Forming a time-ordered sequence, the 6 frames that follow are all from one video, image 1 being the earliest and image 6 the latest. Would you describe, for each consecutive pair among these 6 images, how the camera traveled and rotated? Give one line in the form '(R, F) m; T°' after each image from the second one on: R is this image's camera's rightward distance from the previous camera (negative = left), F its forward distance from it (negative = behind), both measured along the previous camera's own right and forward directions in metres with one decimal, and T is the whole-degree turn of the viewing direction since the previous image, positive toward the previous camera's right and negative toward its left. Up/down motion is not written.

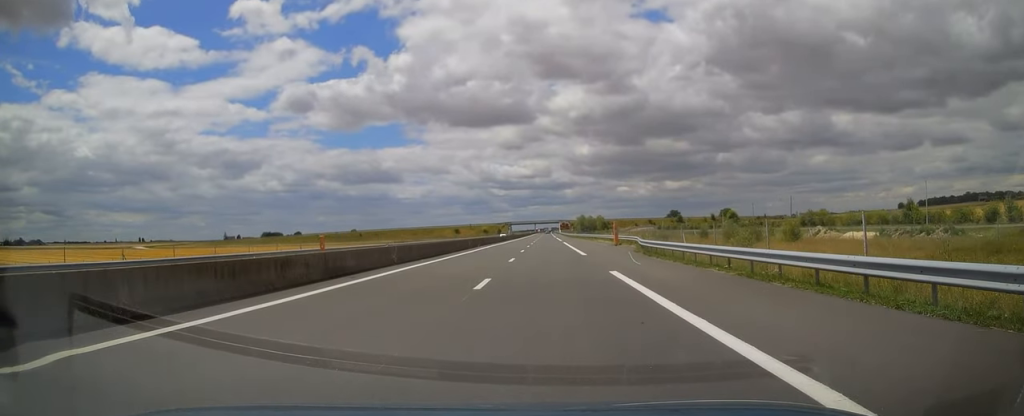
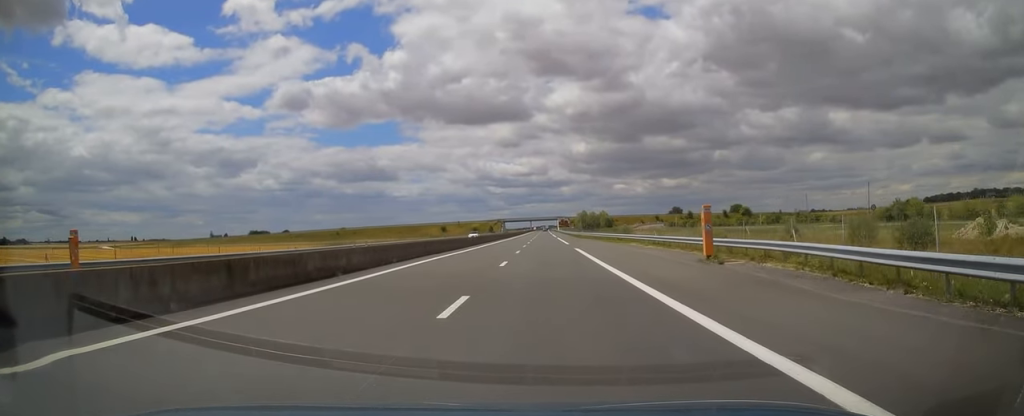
(0.0, +30.6) m; 0°
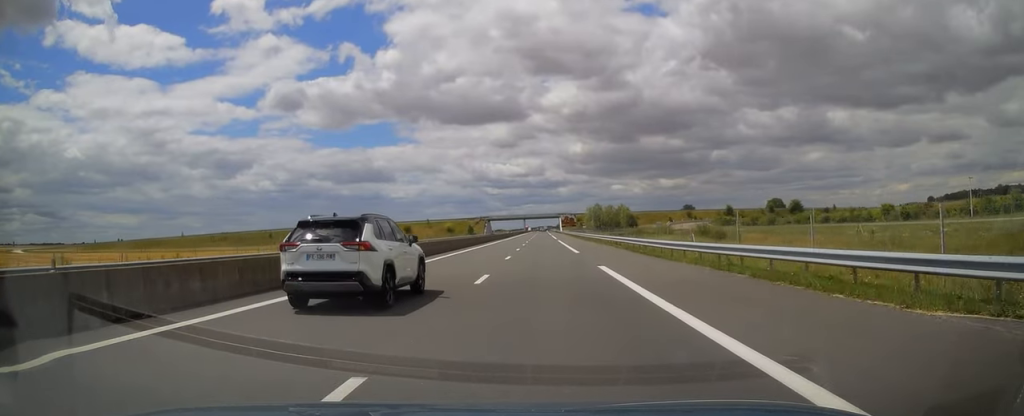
(0.0, +71.1) m; +1°
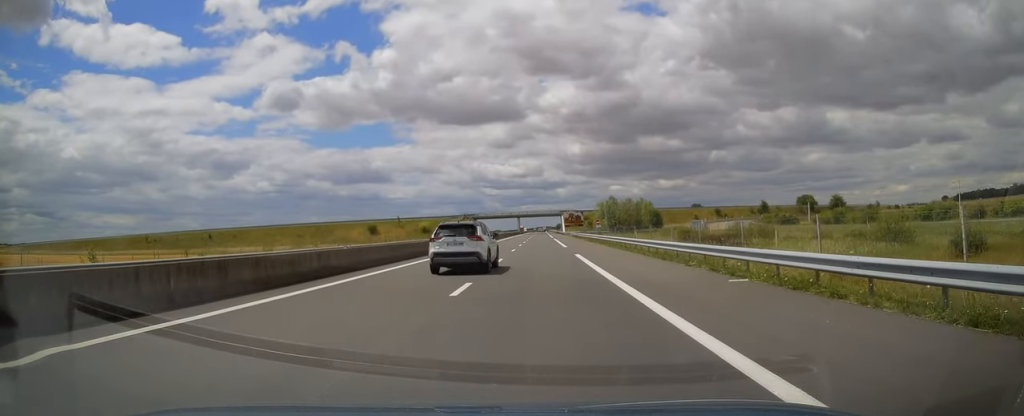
(+0.3, +41.4) m; 0°
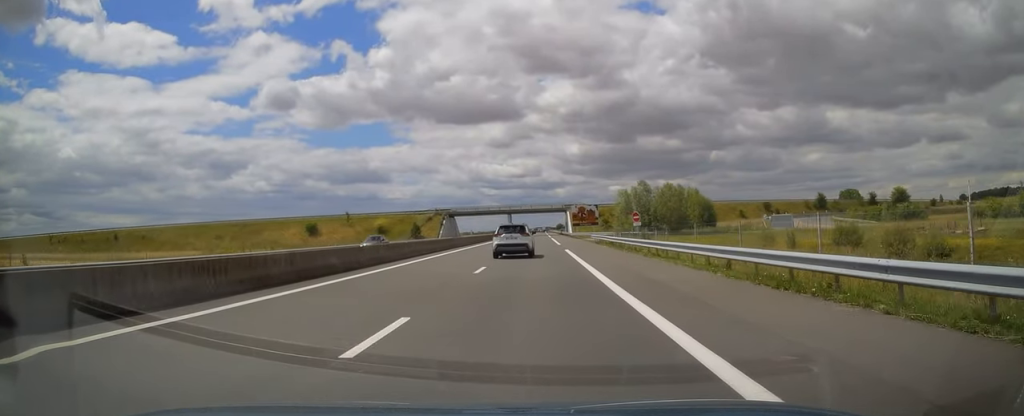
(-0.4, +45.0) m; 0°
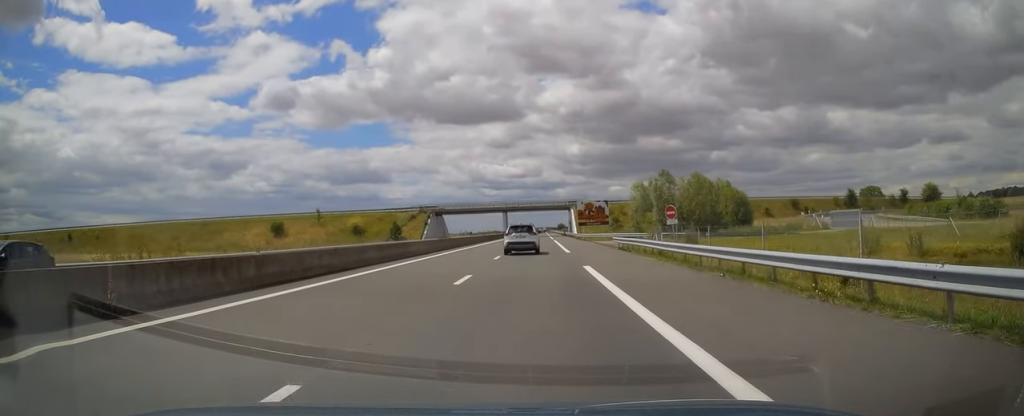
(+0.2, +17.1) m; 0°
